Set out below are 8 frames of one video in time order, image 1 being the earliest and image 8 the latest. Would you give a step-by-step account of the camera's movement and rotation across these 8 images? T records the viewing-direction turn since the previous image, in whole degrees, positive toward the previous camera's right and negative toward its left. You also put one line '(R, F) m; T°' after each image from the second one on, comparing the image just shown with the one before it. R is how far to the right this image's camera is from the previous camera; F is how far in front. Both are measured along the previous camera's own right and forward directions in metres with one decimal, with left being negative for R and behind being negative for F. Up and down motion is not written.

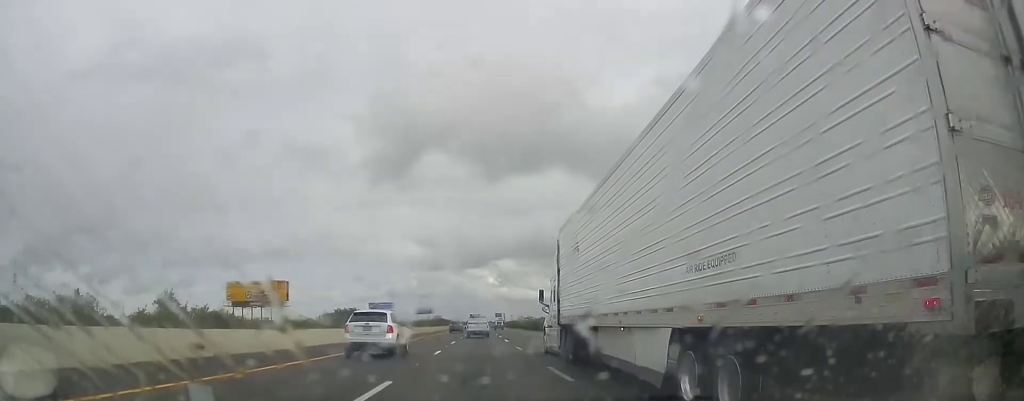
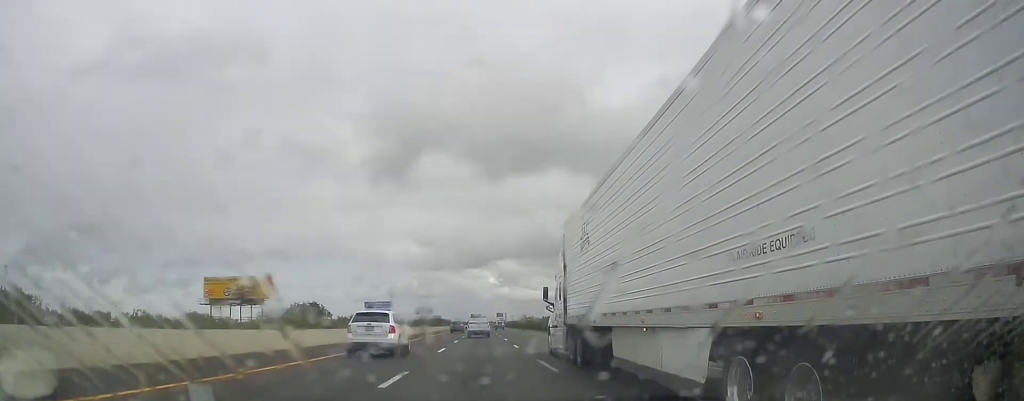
(+0.1, +12.1) m; 0°
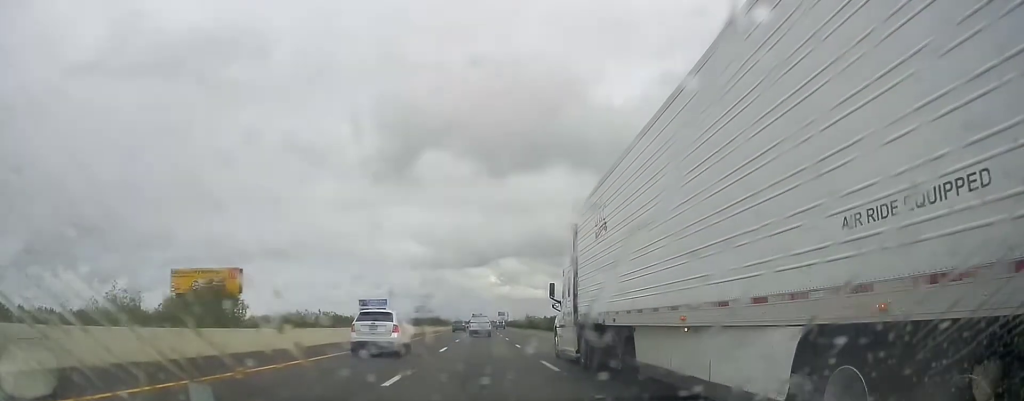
(+0.2, +15.1) m; +1°
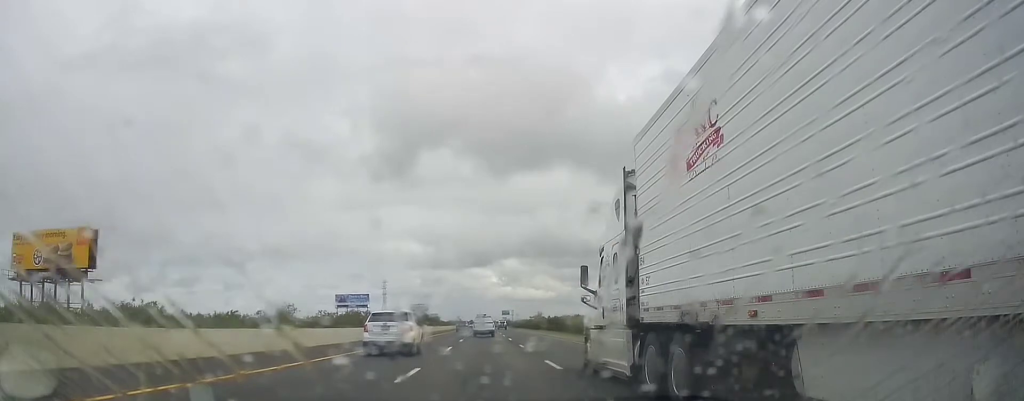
(+0.2, +42.3) m; 0°
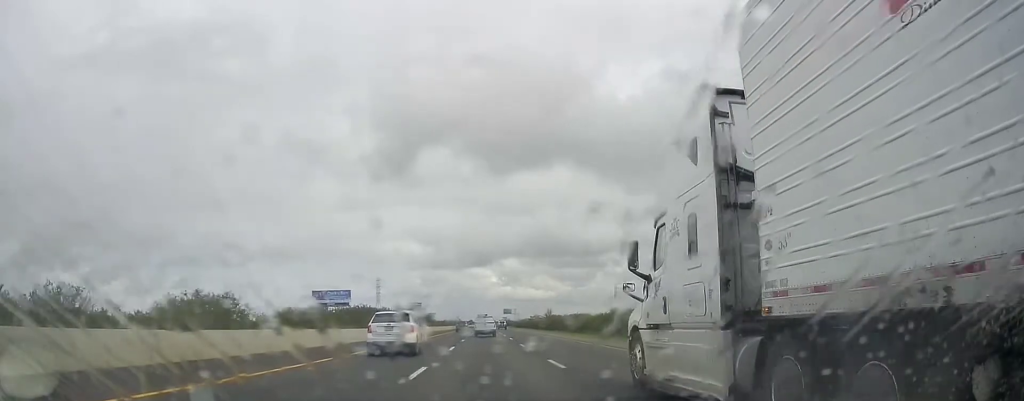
(-0.3, +29.3) m; -1°
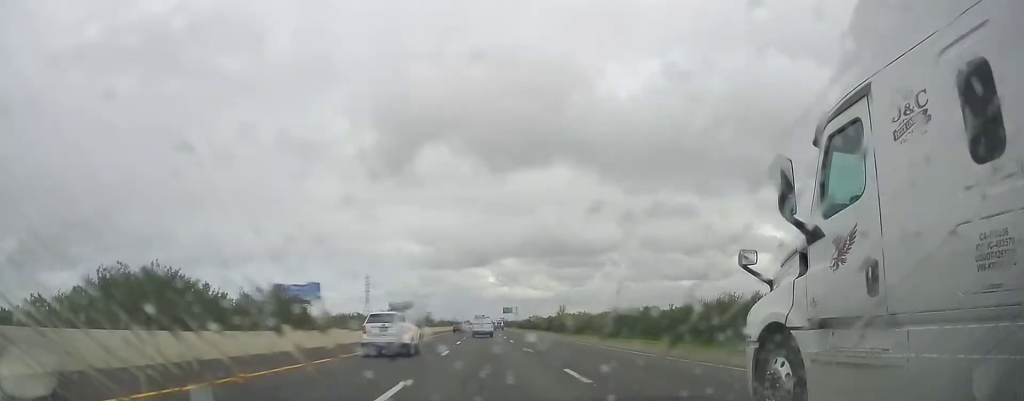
(-0.2, +33.6) m; 0°
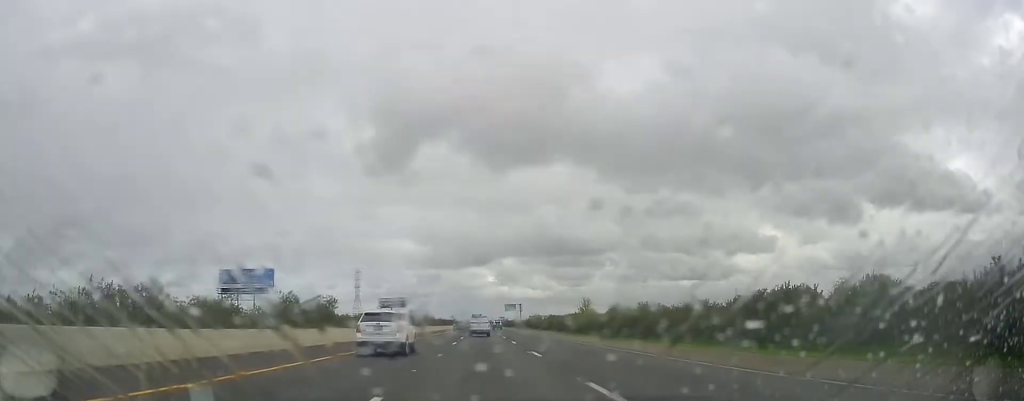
(+0.3, +31.8) m; +1°
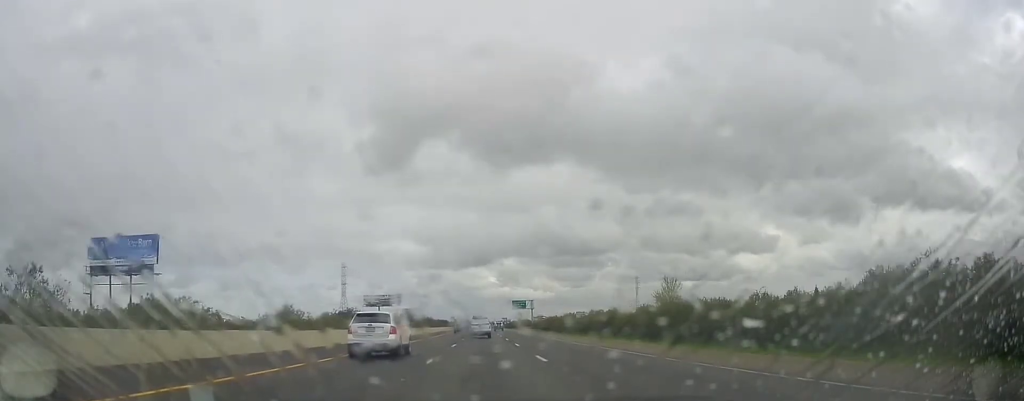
(+0.5, +46.3) m; 0°
